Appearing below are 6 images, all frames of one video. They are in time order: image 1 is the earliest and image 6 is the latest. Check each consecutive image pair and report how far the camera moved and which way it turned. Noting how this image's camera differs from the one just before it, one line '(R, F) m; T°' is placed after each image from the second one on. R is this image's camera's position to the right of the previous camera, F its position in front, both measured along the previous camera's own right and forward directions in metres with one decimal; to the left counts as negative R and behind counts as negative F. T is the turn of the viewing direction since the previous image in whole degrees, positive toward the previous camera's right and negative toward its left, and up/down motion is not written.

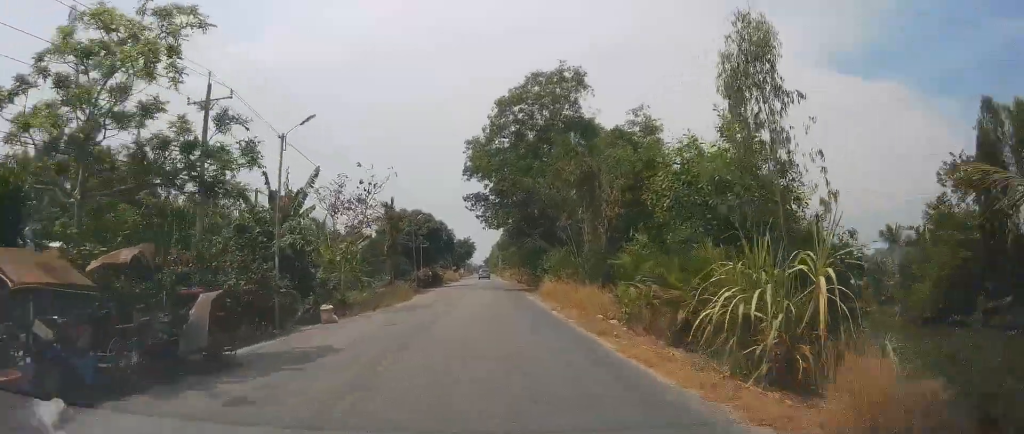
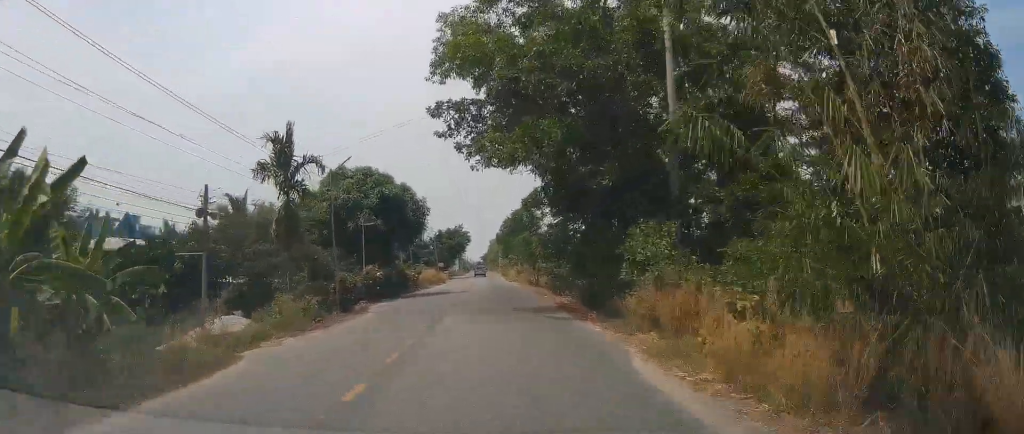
(-1.4, +26.5) m; -4°
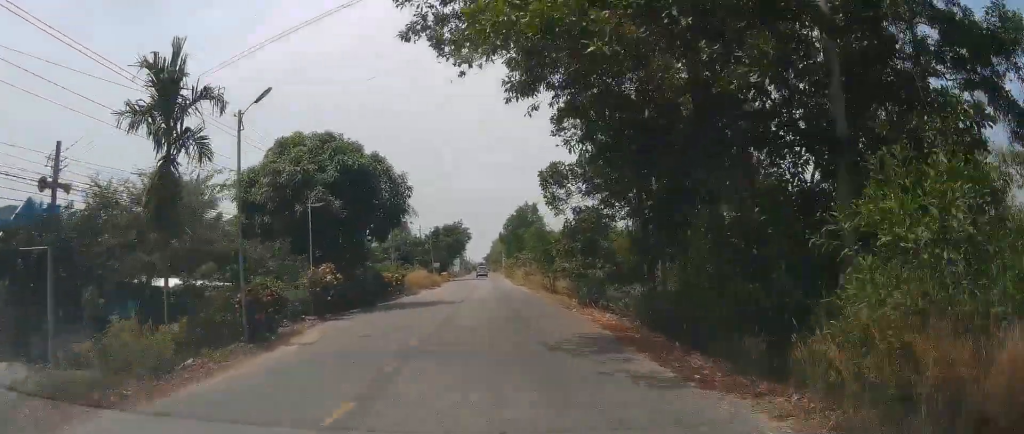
(-0.2, +10.2) m; 0°
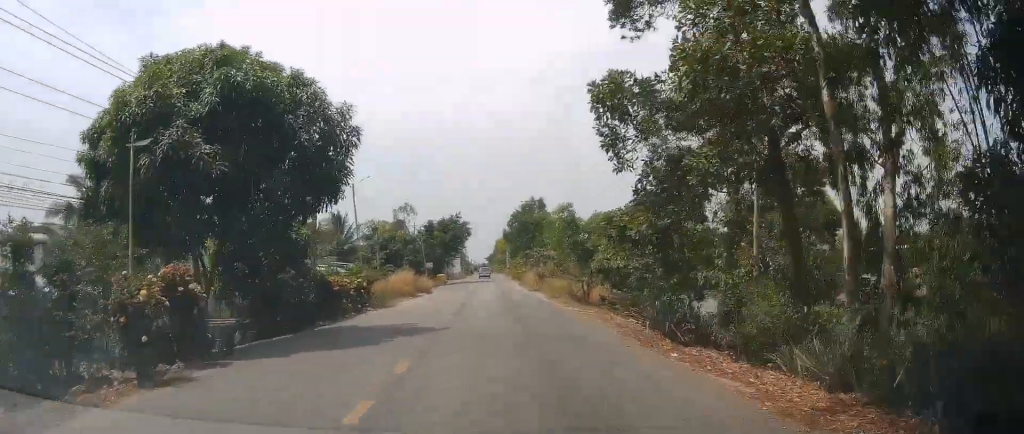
(+0.2, +12.0) m; +1°
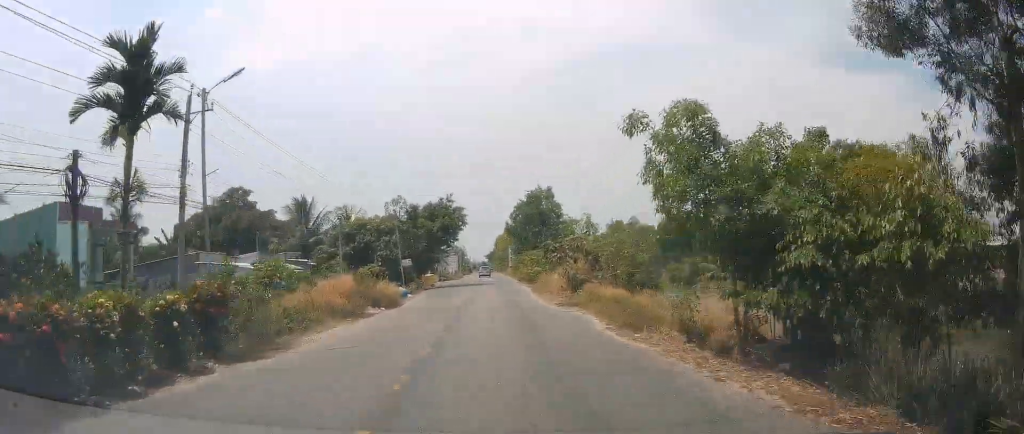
(+0.1, +16.3) m; -1°
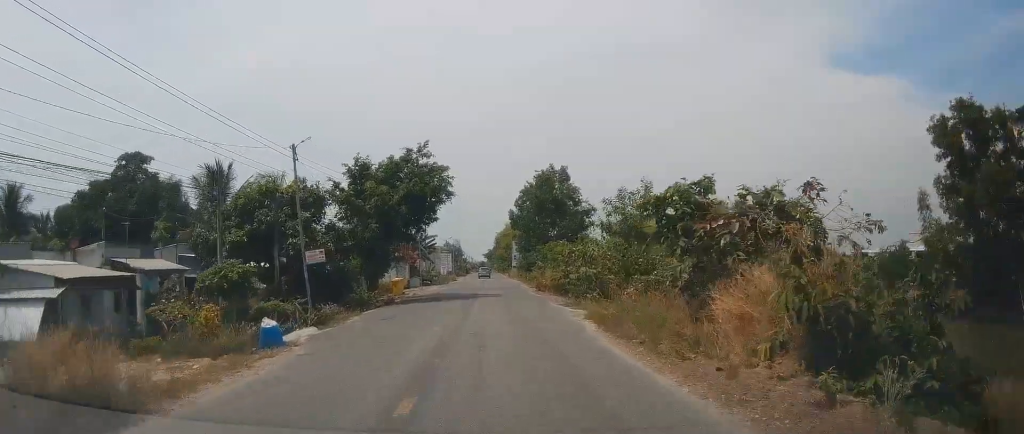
(-0.4, +22.5) m; +3°
